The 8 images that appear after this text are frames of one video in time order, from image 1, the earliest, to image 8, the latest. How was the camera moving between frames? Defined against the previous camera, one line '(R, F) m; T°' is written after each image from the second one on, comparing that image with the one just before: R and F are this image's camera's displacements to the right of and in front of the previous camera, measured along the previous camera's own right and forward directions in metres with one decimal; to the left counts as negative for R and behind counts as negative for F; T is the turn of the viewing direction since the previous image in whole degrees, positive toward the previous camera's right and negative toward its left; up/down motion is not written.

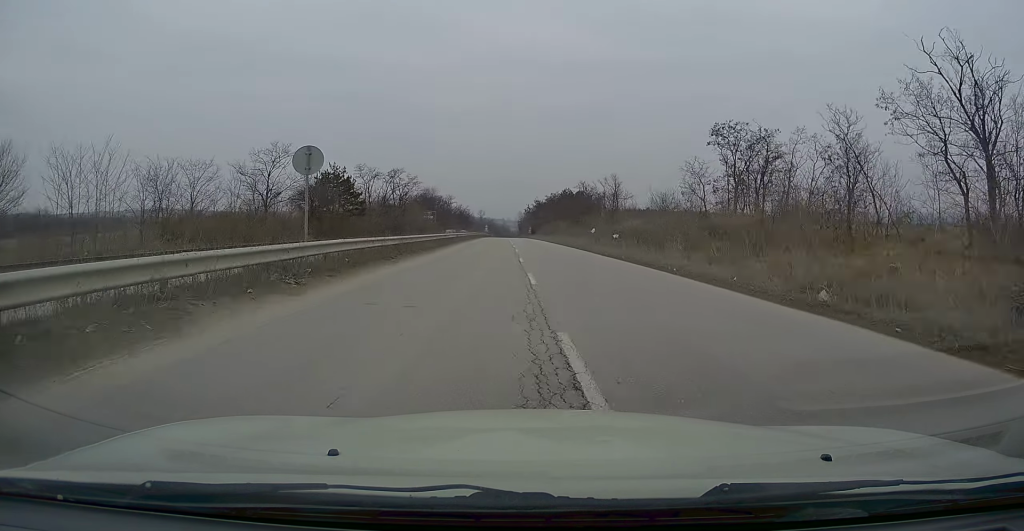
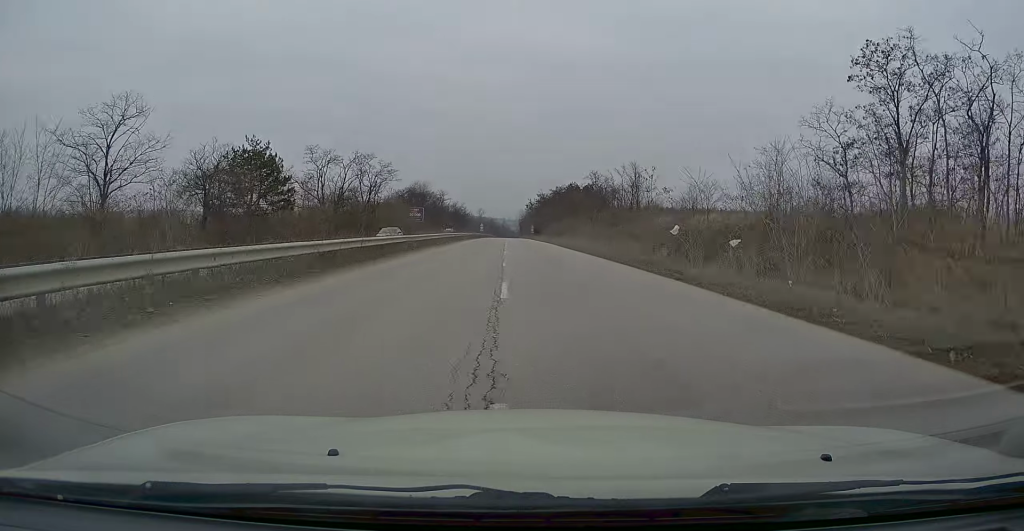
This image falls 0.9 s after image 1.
(0.0, +20.7) m; 0°
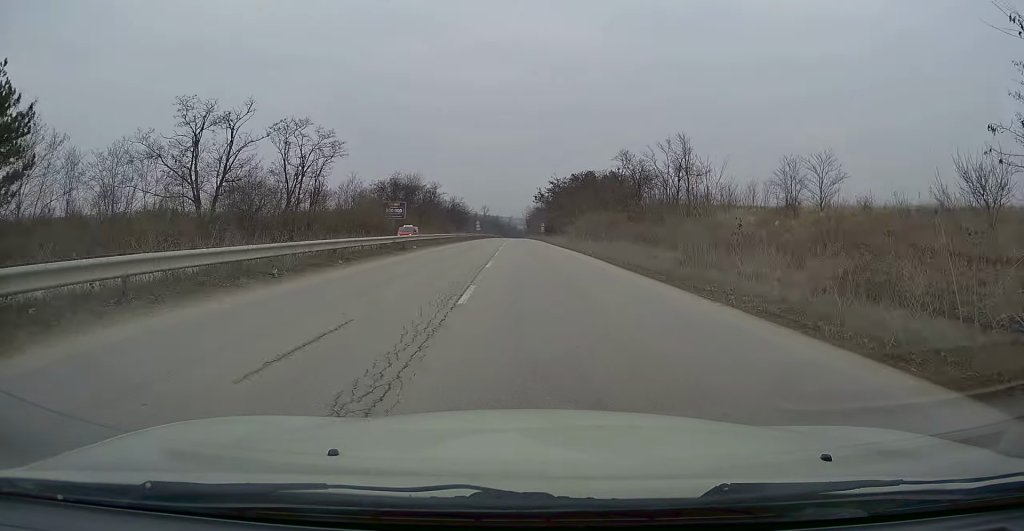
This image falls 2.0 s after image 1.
(-0.2, +27.7) m; -1°
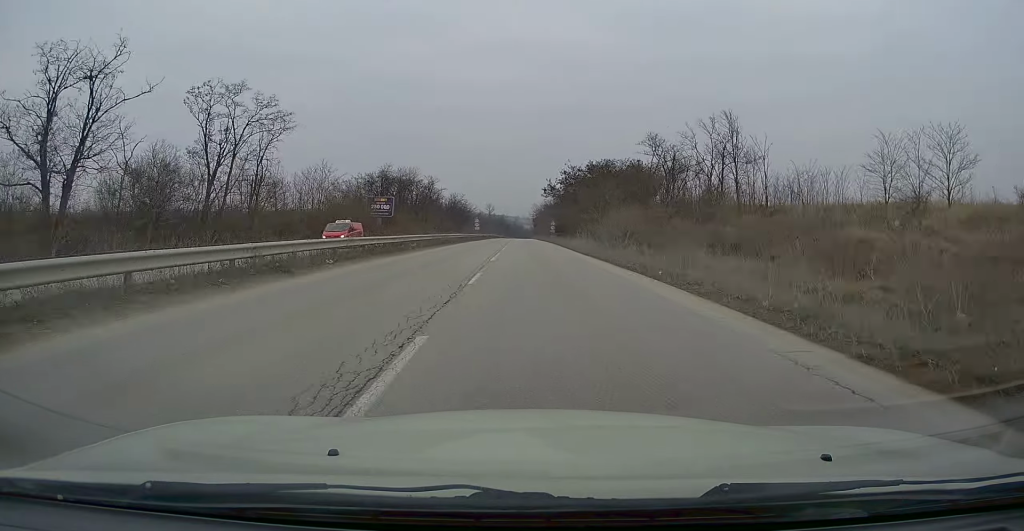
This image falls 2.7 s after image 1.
(-0.1, +15.0) m; 0°
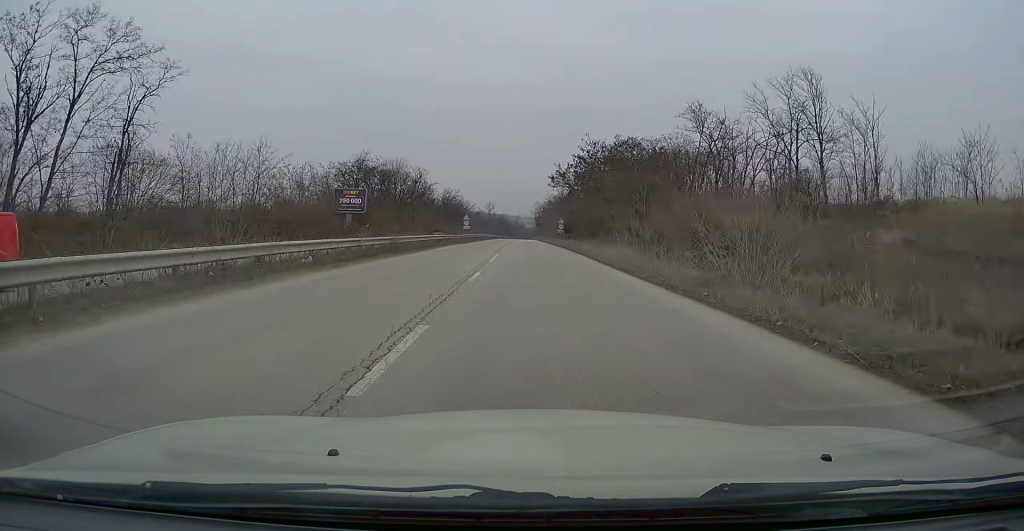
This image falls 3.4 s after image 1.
(-0.3, +17.3) m; 0°
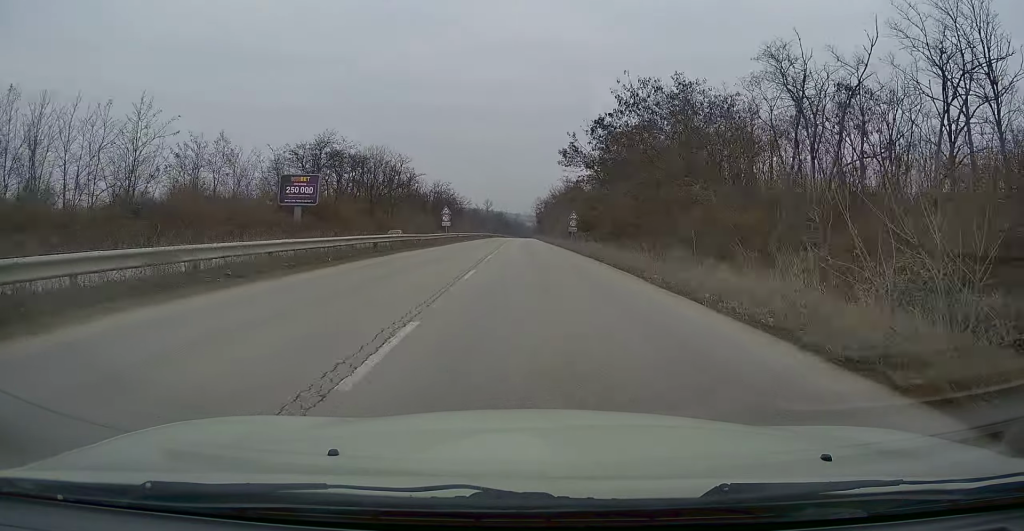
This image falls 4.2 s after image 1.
(+0.3, +18.0) m; 0°
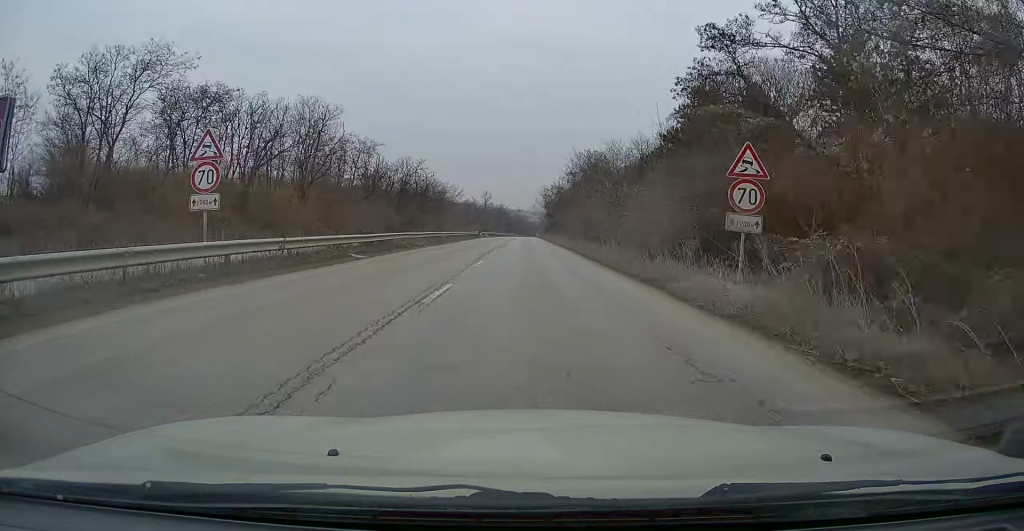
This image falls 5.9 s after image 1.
(-0.5, +40.1) m; -1°
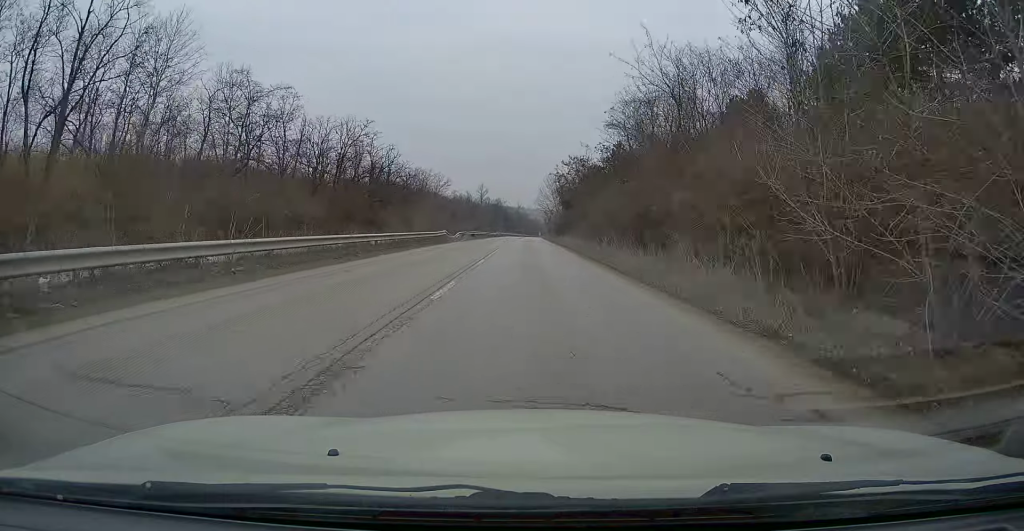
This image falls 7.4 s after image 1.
(0.0, +35.5) m; 0°
